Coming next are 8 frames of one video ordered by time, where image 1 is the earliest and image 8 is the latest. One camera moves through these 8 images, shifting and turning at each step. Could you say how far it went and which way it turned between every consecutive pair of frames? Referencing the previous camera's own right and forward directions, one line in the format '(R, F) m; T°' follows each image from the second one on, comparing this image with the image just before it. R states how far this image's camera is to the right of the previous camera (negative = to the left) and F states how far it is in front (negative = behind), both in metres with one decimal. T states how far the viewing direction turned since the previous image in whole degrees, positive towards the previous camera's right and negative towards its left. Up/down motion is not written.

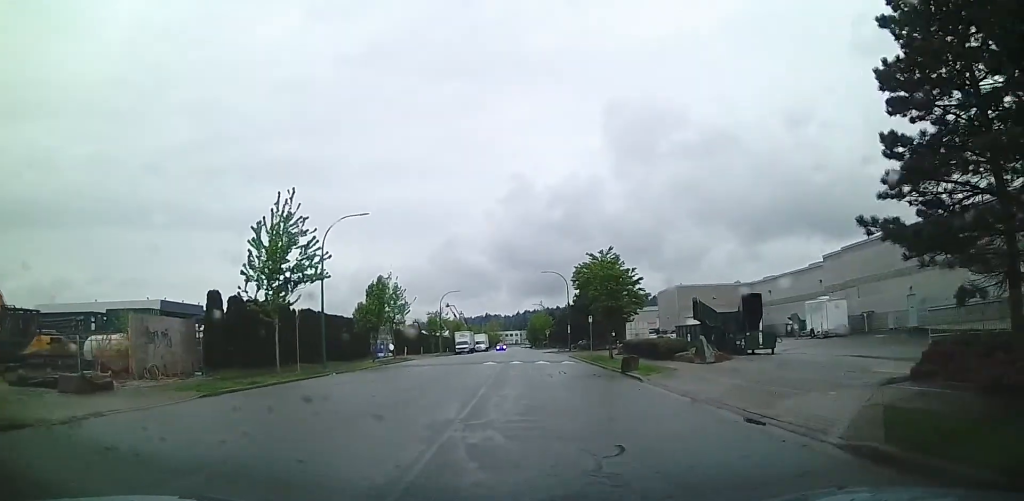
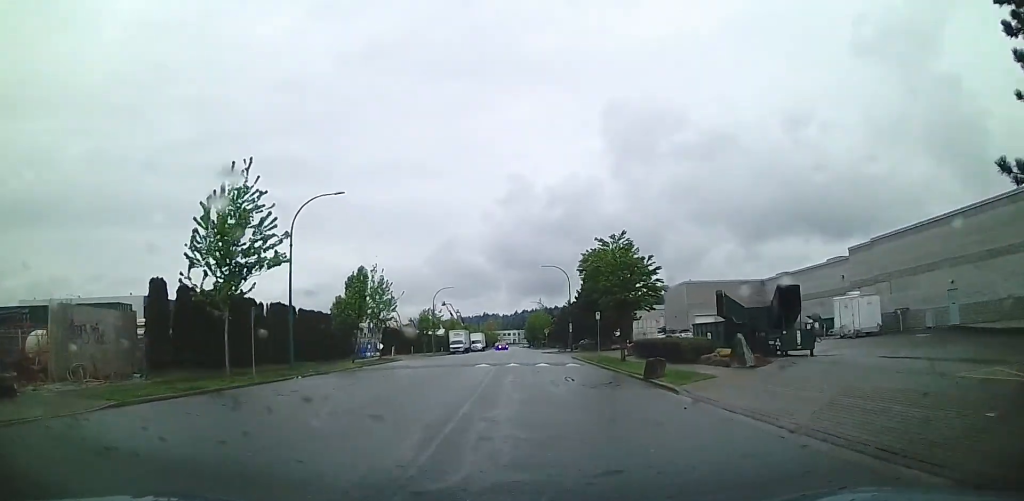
(+0.2, +4.7) m; +3°
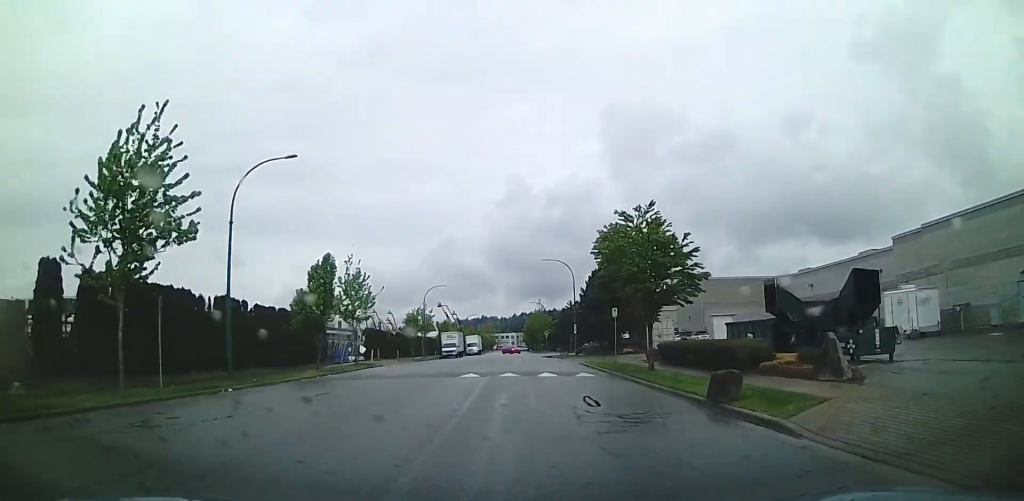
(0.0, +6.6) m; +1°
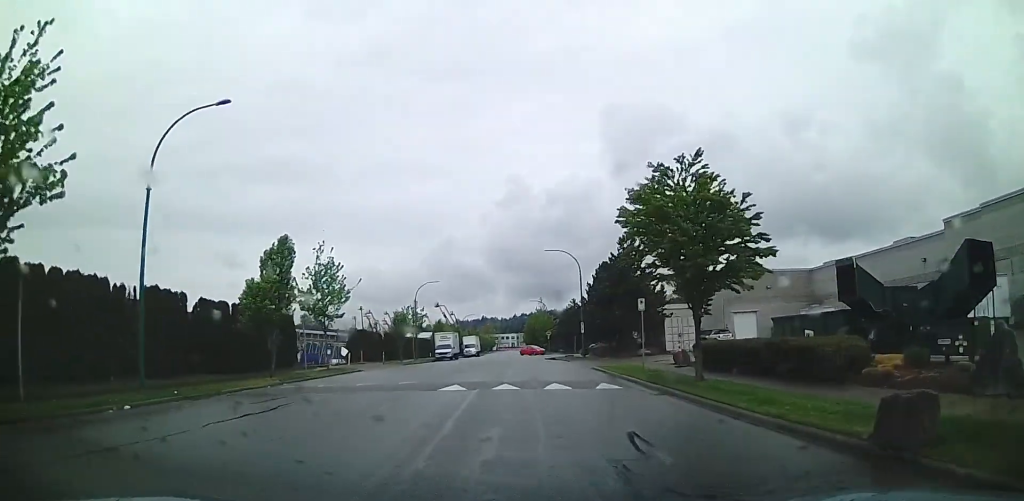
(+0.1, +6.4) m; +5°
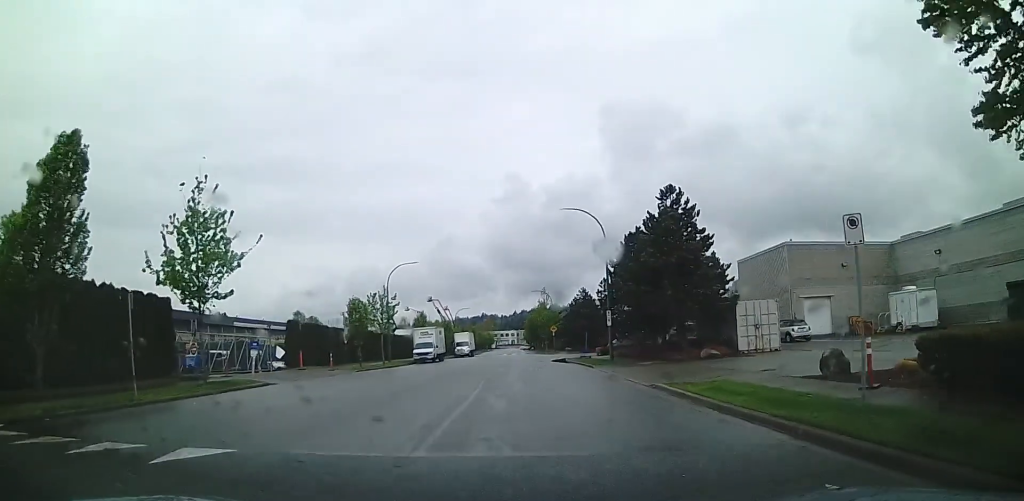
(+2.4, +16.9) m; +10°
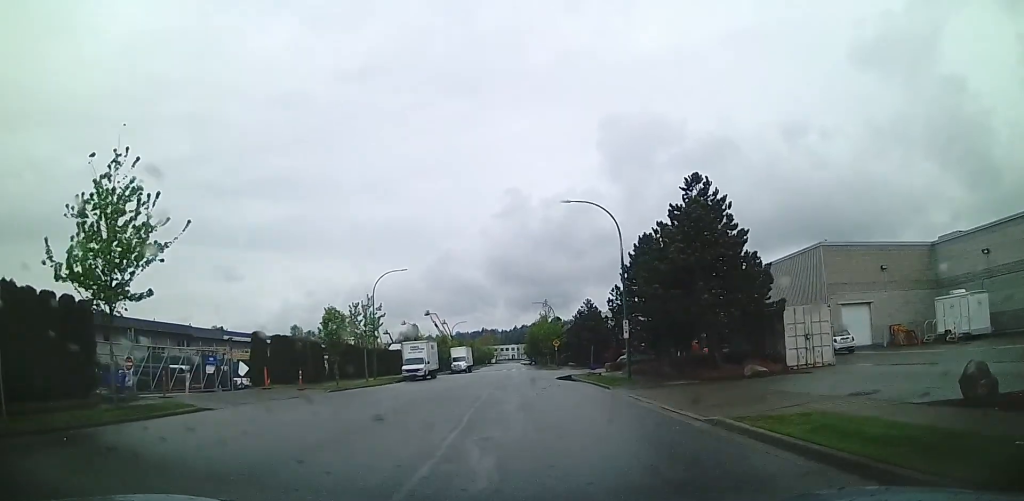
(-0.1, +7.4) m; -3°
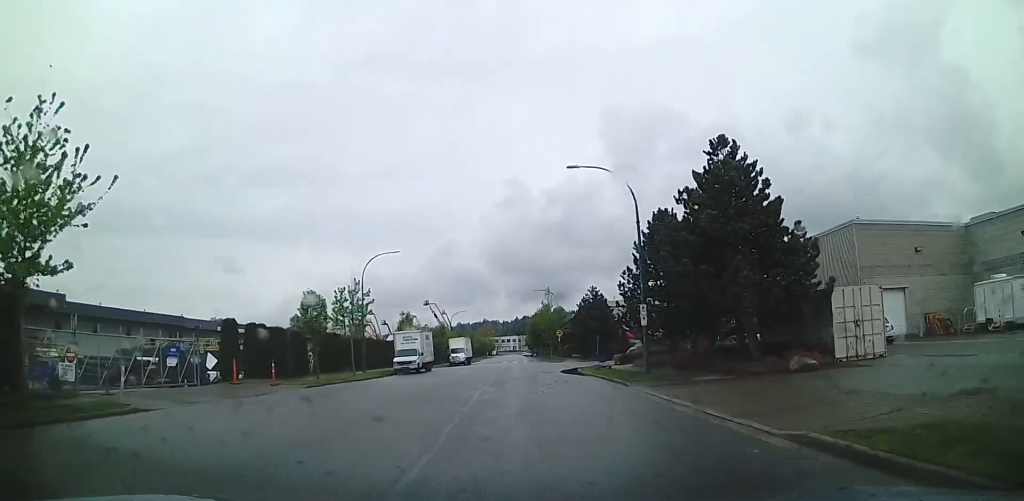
(-0.4, +5.3) m; -2°
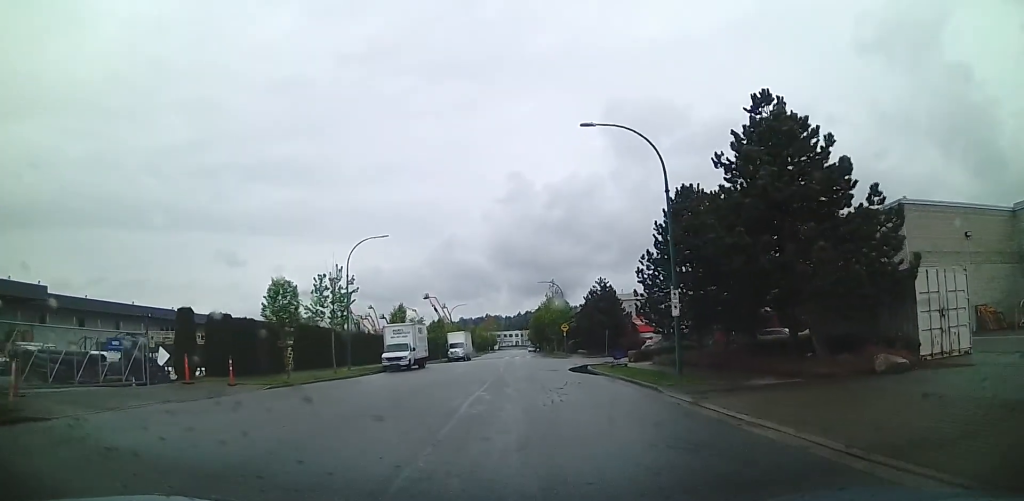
(+0.1, +6.4) m; -1°
